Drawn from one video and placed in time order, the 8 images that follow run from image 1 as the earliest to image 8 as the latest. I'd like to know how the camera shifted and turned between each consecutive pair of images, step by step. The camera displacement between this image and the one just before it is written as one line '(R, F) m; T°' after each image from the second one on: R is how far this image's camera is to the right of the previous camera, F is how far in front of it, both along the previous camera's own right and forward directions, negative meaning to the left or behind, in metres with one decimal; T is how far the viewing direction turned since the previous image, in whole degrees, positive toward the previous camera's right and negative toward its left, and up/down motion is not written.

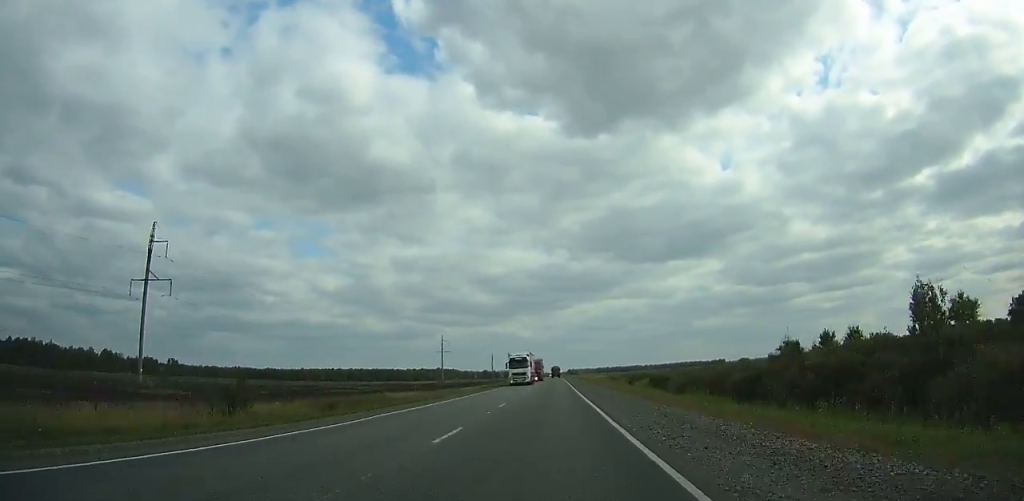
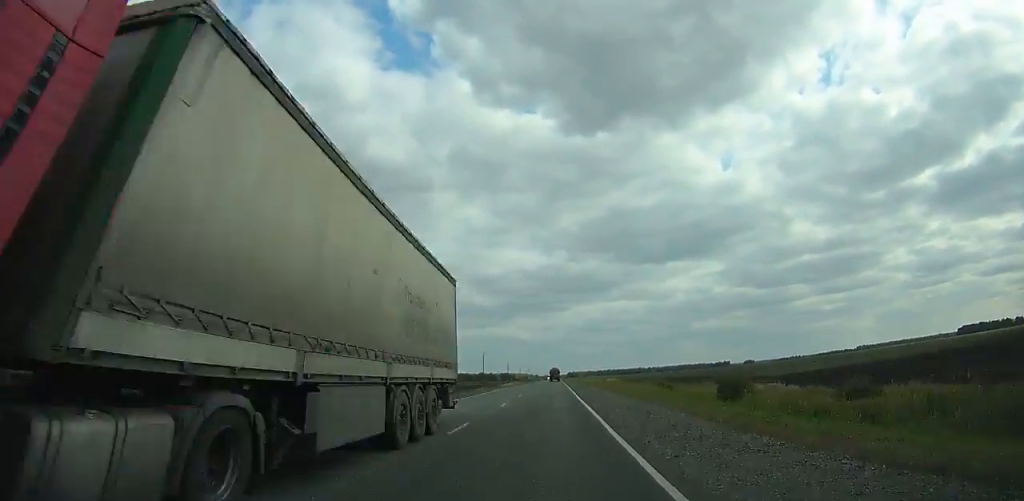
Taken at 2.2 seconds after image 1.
(-0.1, +57.7) m; 0°
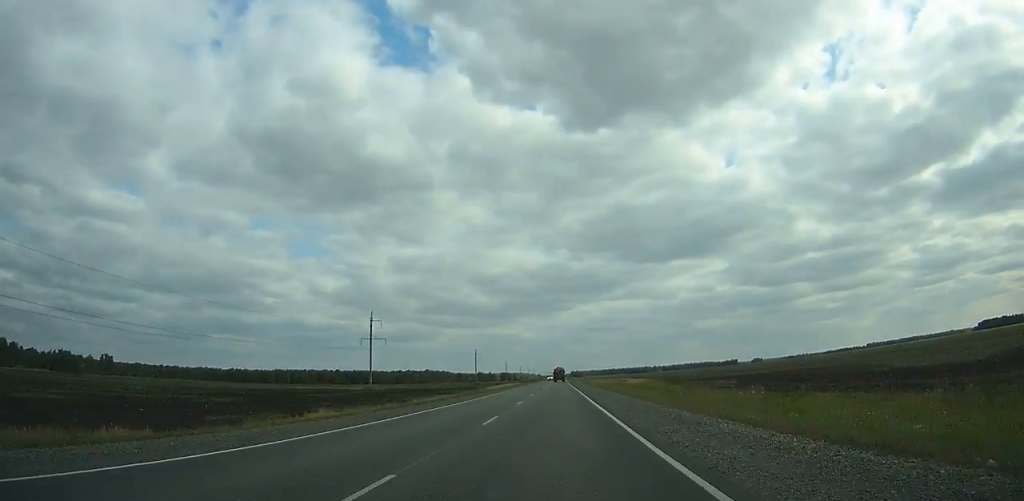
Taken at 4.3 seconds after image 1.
(-0.1, +55.4) m; 0°
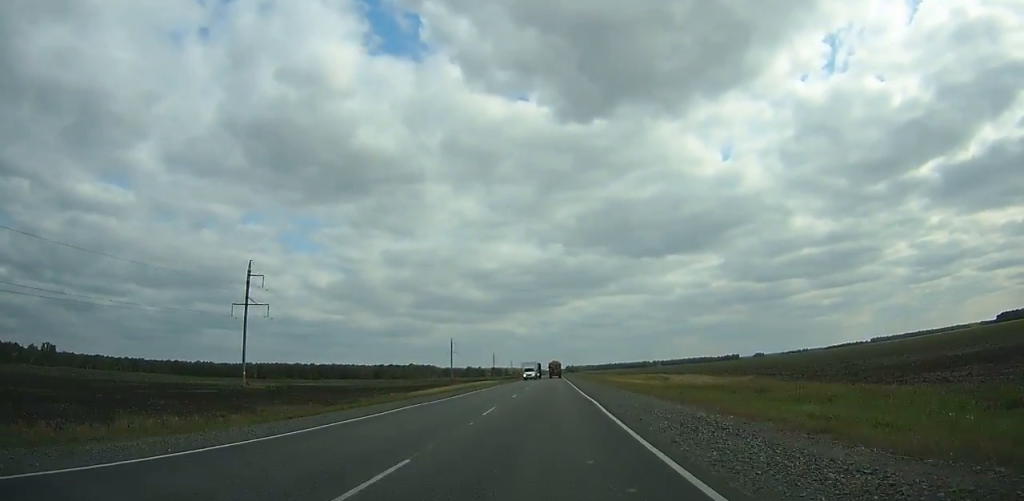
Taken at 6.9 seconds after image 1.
(+0.1, +68.8) m; 0°
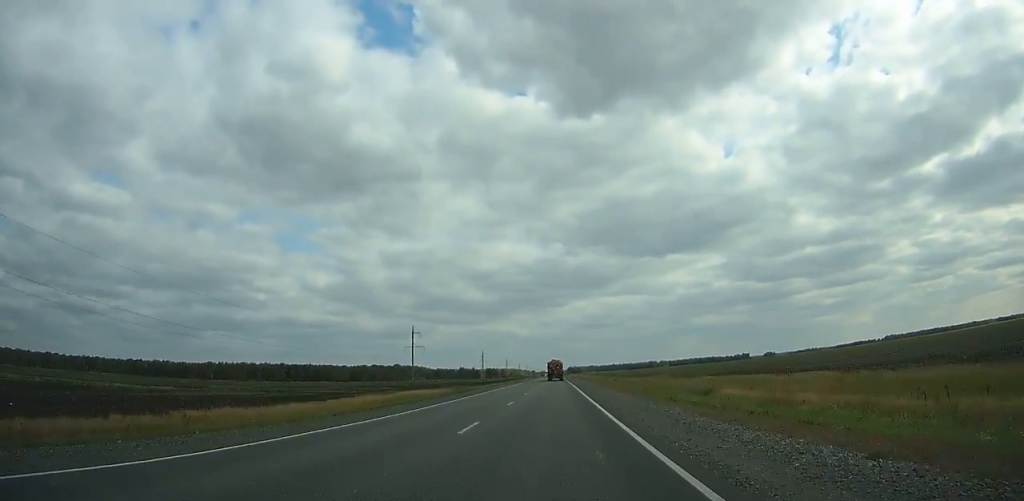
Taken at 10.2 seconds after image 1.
(+0.1, +86.9) m; 0°
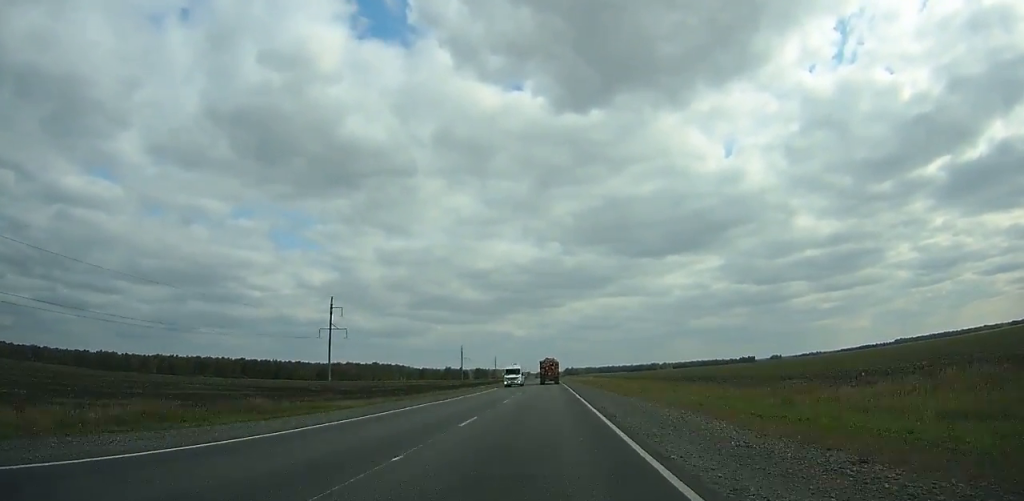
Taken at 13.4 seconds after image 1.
(0.0, +83.2) m; 0°
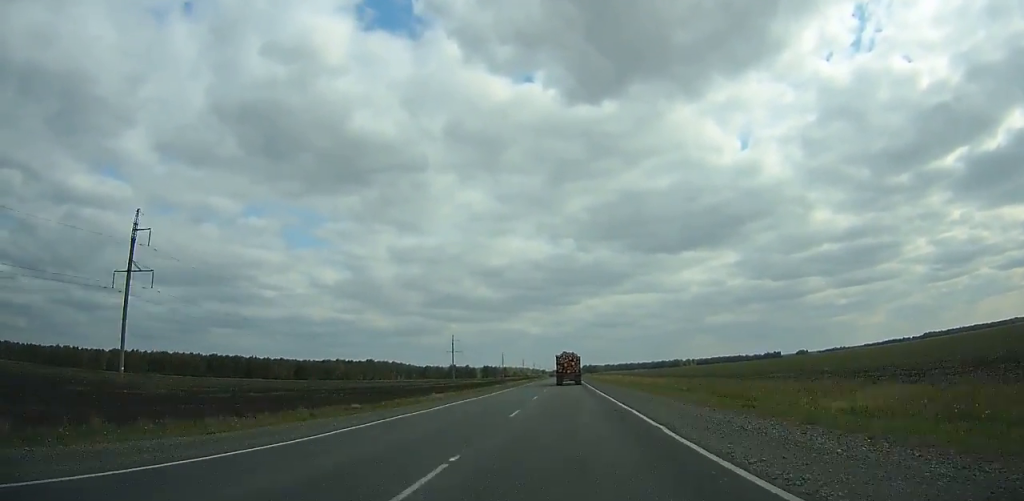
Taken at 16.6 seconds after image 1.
(0.0, +82.5) m; 0°
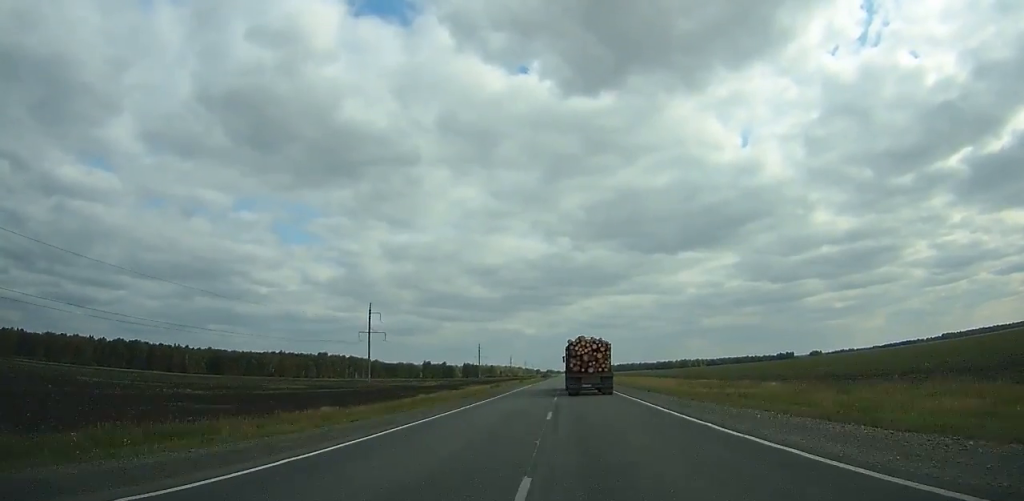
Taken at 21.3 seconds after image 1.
(-0.8, +123.4) m; 0°
